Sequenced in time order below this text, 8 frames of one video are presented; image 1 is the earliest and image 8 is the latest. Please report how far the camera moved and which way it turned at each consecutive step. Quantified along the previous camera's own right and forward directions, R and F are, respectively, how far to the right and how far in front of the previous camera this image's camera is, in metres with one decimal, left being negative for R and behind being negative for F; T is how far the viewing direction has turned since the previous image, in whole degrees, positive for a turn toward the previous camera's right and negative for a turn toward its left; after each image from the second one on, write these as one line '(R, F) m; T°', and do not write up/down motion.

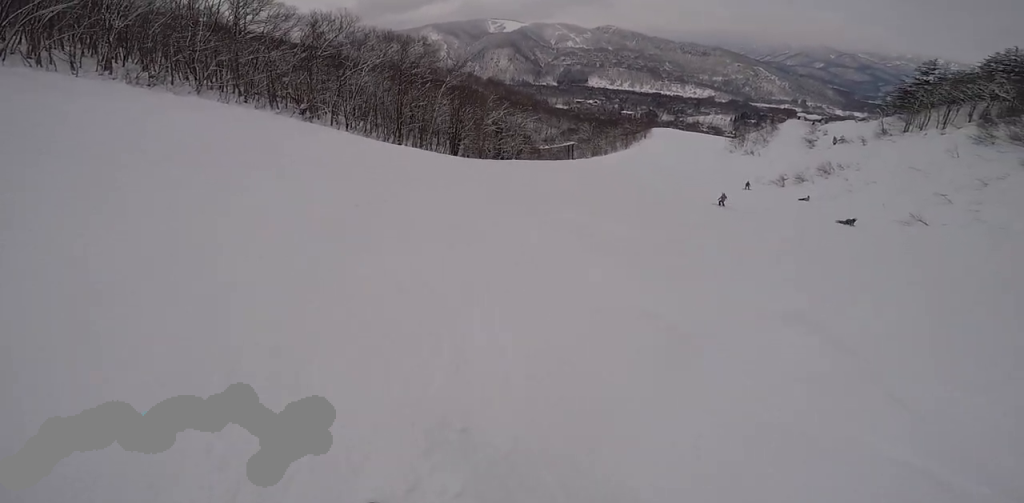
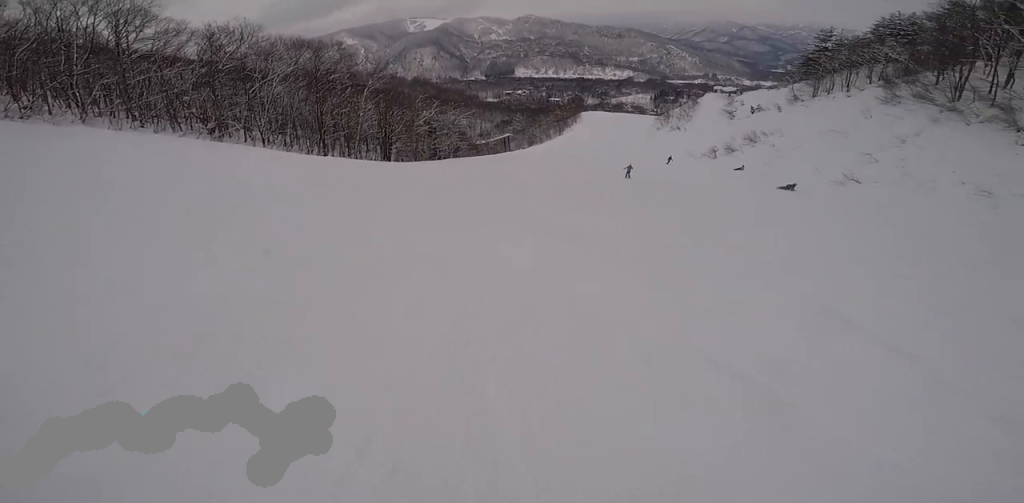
(+0.4, +2.4) m; +27°
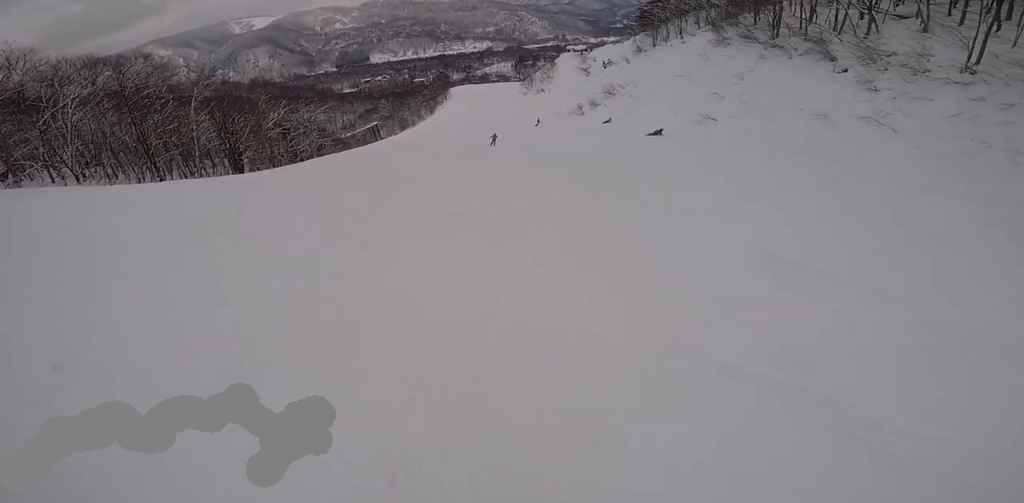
(0.0, +1.7) m; +20°
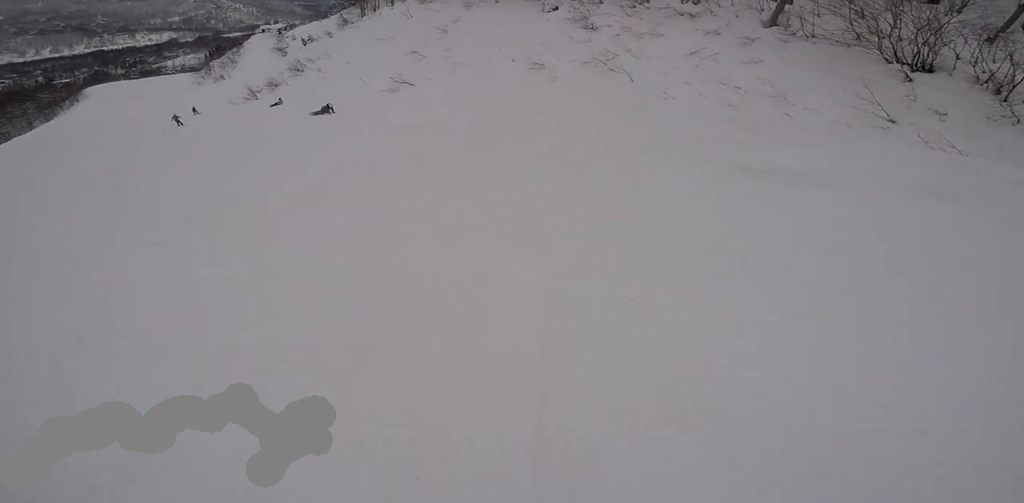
(+7.1, +9.2) m; +37°
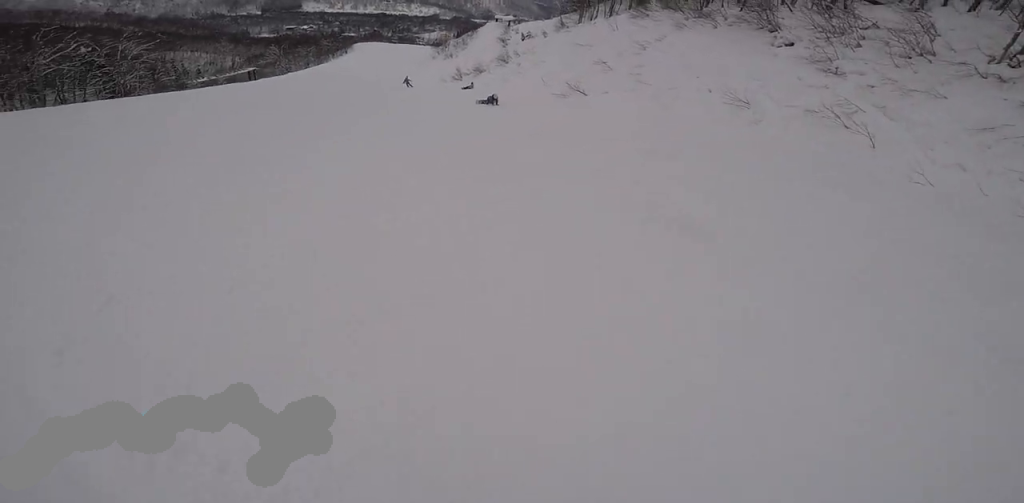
(+0.2, +2.9) m; -13°
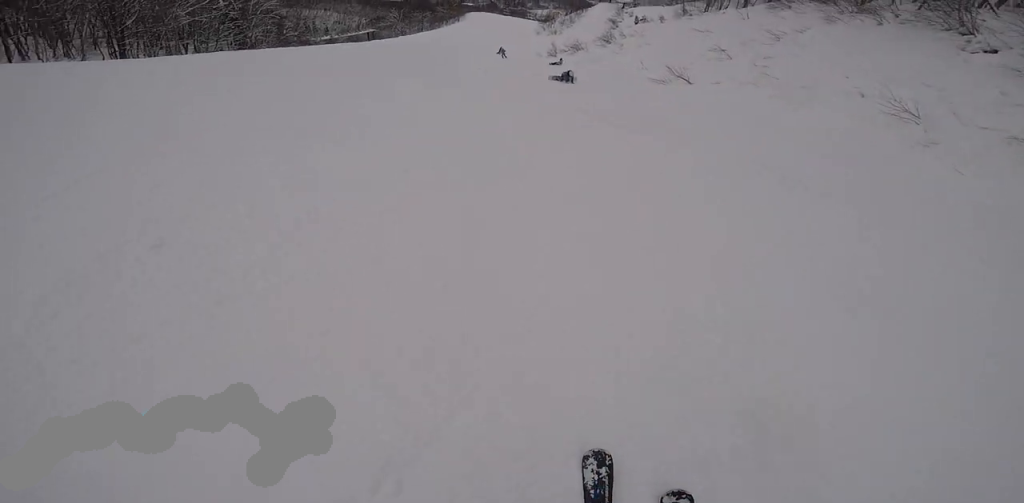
(-0.9, +3.2) m; -20°
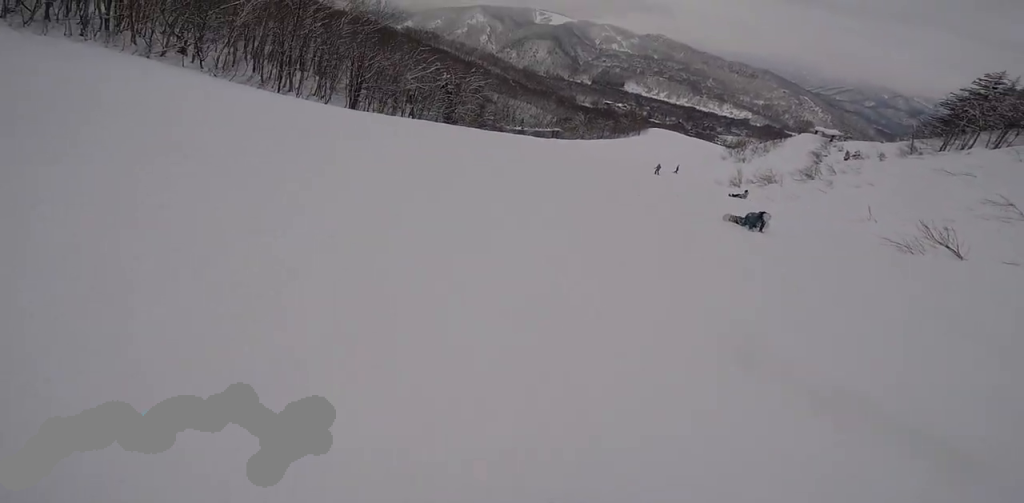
(-1.6, +5.2) m; -33°
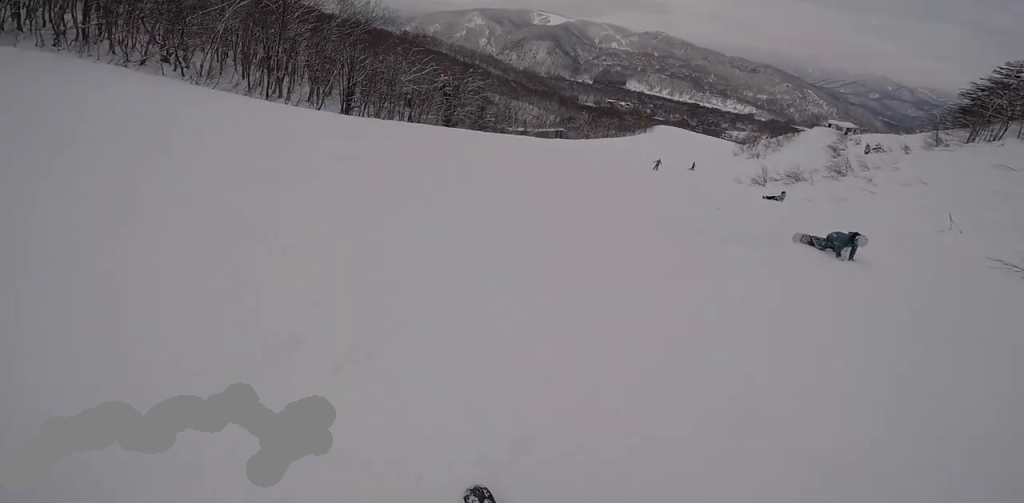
(-0.1, +2.9) m; -13°
